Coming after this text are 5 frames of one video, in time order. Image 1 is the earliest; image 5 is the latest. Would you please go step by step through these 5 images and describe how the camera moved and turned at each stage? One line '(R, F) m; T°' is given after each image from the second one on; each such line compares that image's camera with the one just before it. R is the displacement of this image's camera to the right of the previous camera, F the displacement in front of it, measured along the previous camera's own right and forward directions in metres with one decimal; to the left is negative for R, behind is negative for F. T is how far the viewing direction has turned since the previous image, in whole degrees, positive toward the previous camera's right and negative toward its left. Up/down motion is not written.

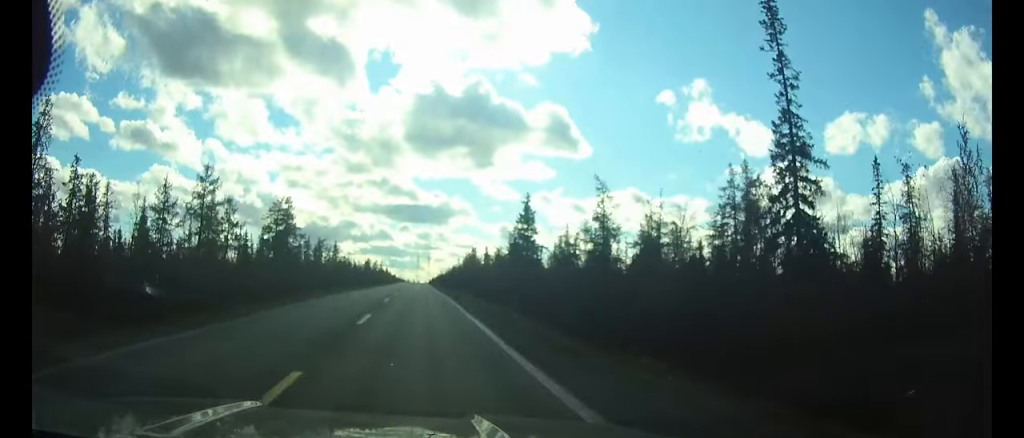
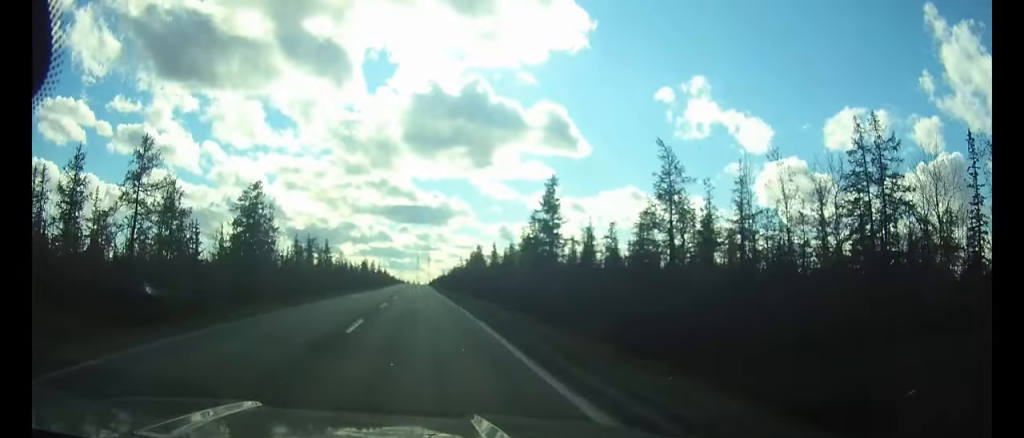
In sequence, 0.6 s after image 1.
(0.0, +14.3) m; 0°
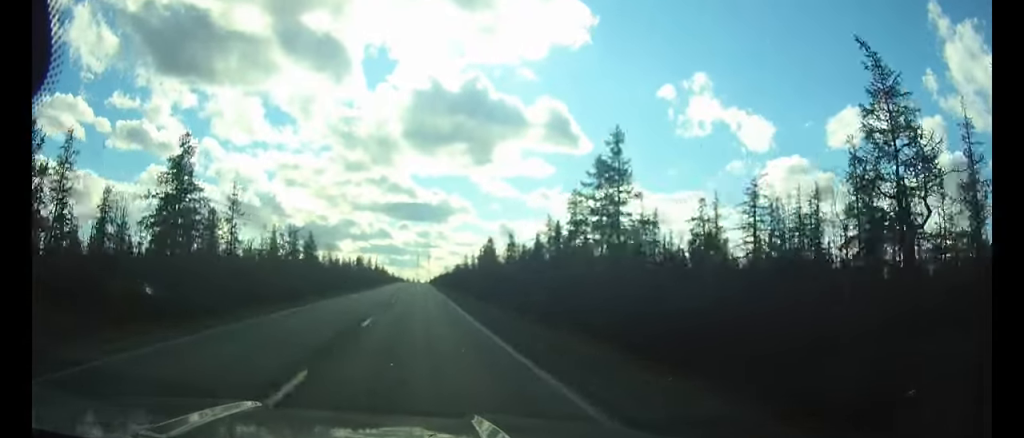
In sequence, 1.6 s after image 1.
(0.0, +21.6) m; 0°
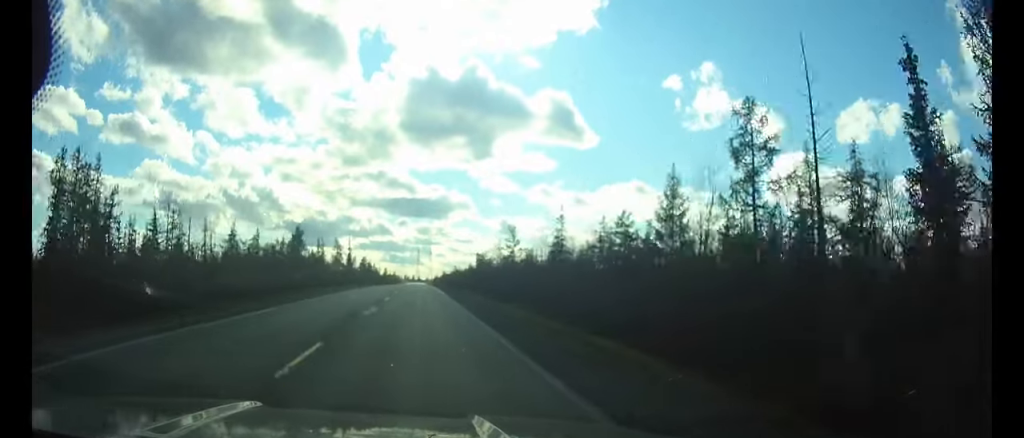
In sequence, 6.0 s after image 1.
(+0.1, +108.1) m; 0°
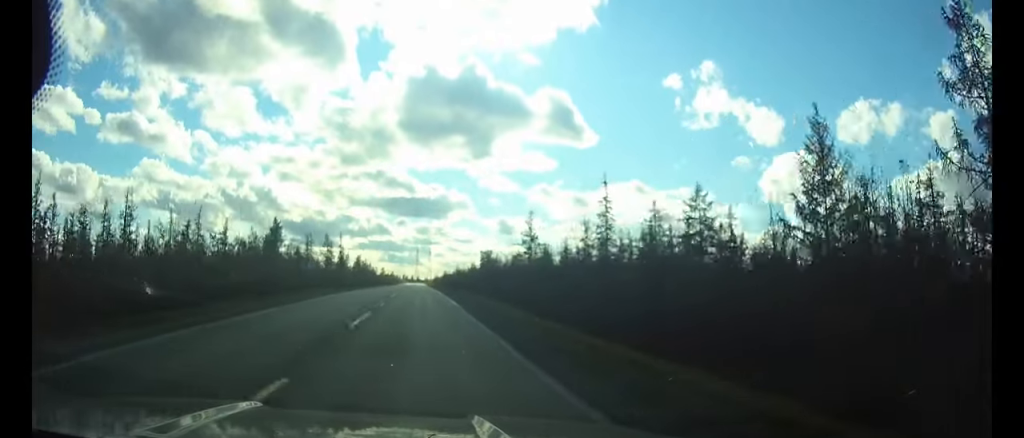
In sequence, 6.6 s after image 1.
(0.0, +17.1) m; 0°
